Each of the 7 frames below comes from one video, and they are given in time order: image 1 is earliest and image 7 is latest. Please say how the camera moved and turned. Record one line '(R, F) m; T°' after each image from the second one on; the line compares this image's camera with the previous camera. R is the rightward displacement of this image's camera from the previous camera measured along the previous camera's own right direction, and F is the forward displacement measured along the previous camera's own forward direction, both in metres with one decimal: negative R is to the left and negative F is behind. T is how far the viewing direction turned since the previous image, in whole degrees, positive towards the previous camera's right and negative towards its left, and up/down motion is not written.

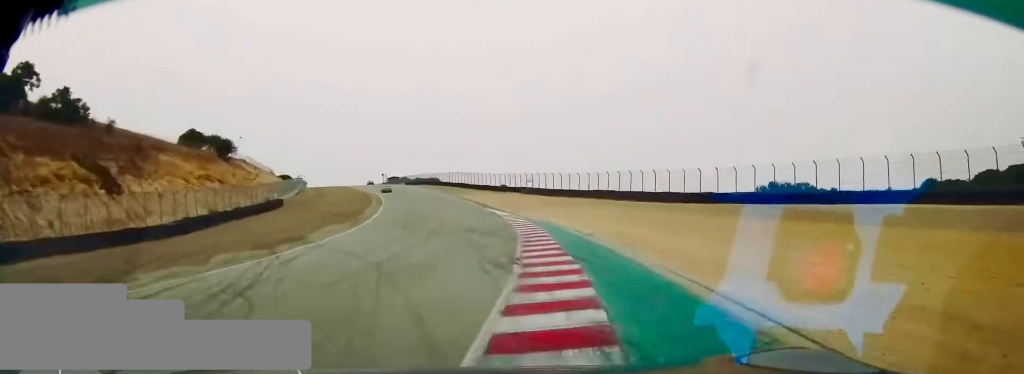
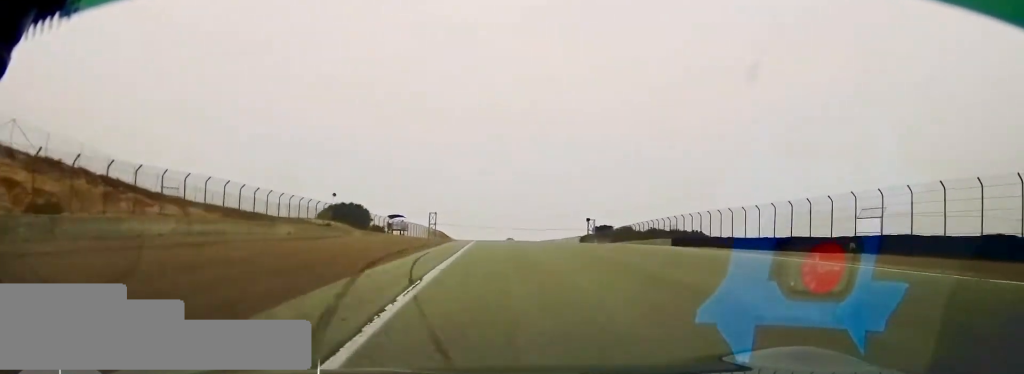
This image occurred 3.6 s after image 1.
(-56.3, +128.4) m; -28°
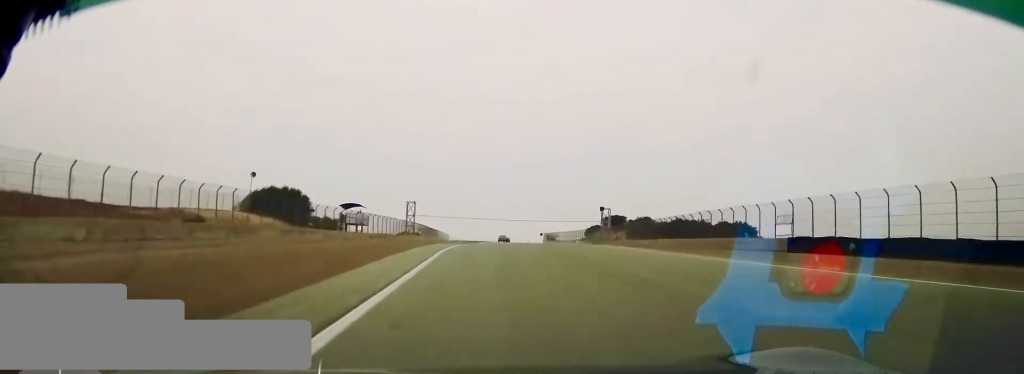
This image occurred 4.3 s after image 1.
(+0.5, +30.4) m; +1°
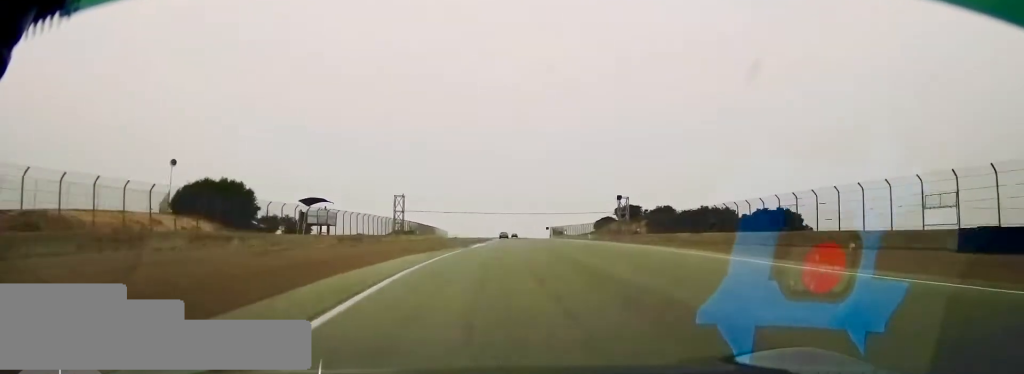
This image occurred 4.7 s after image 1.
(-0.2, +16.6) m; 0°
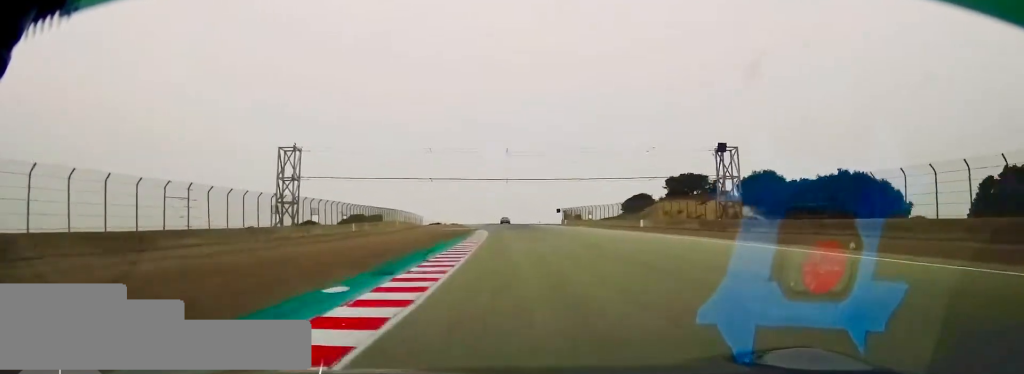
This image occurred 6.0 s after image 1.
(+0.9, +54.2) m; +2°
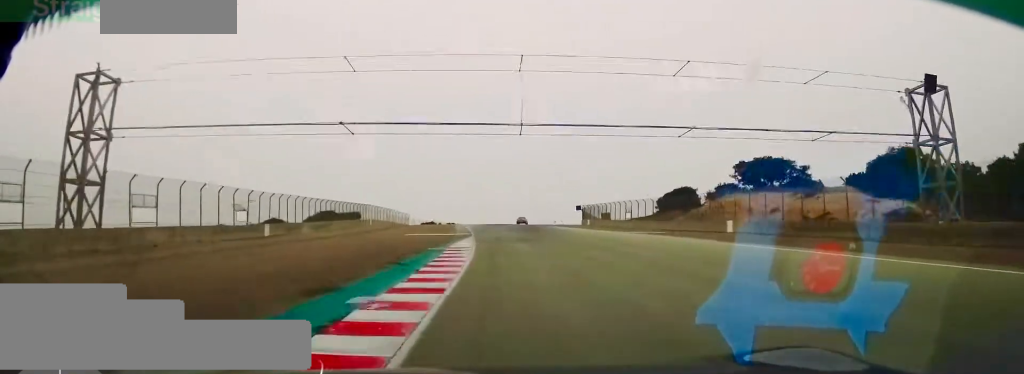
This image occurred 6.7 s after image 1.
(+0.2, +29.4) m; +2°
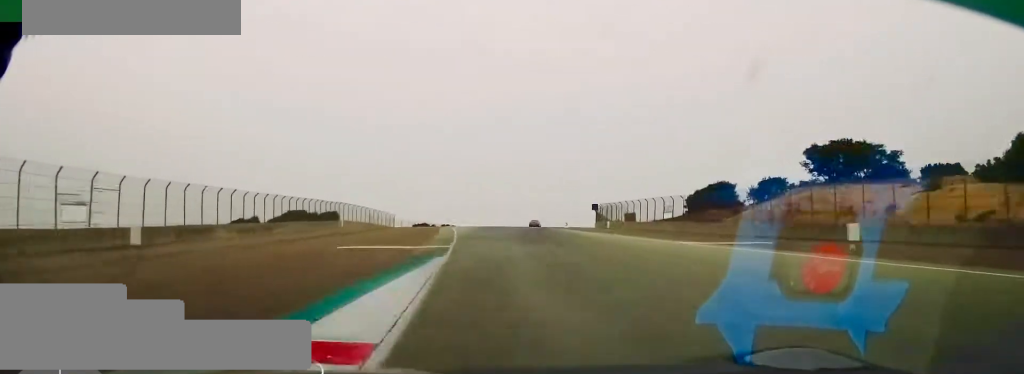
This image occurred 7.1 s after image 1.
(+0.2, +18.2) m; +1°
